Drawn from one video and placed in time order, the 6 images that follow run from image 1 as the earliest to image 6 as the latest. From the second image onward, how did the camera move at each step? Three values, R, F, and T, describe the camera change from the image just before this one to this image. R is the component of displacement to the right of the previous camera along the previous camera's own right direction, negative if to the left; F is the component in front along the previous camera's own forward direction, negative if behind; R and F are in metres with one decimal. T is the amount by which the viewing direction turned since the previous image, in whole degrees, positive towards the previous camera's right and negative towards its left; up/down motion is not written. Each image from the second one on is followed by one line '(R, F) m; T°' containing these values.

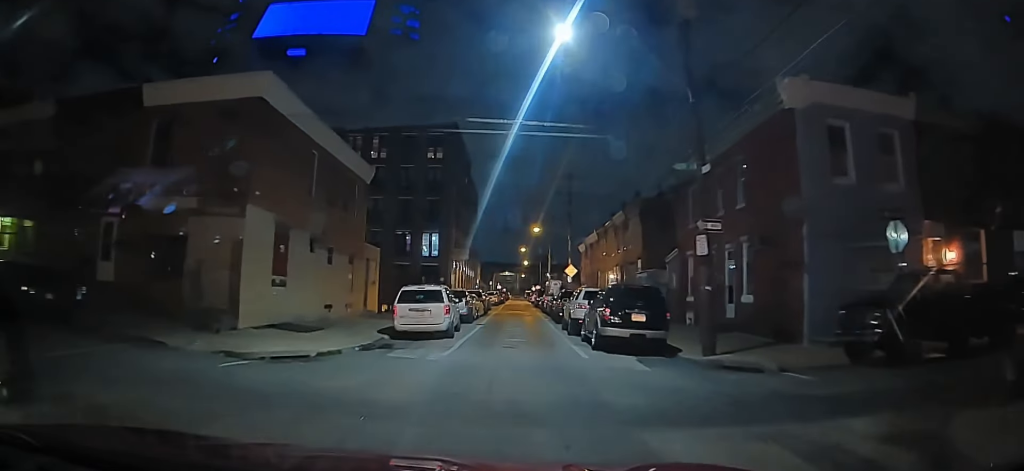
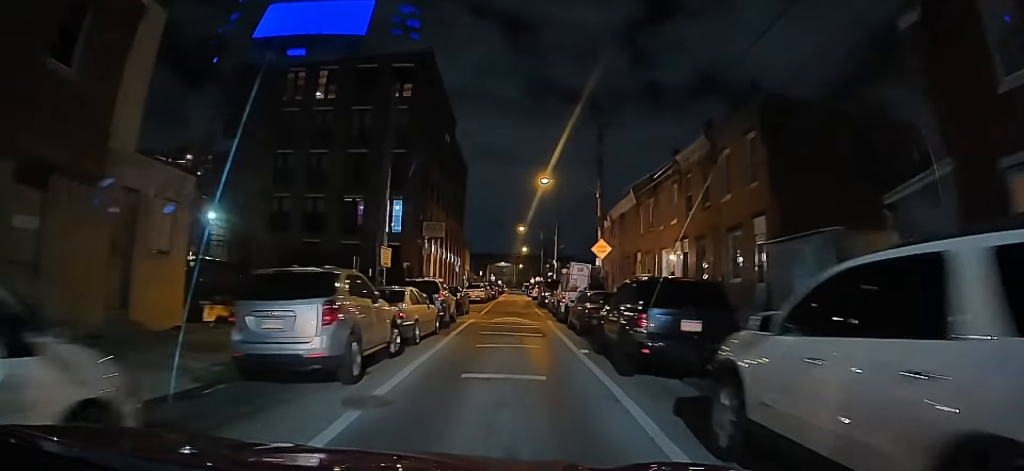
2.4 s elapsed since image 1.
(+0.2, +19.4) m; 0°
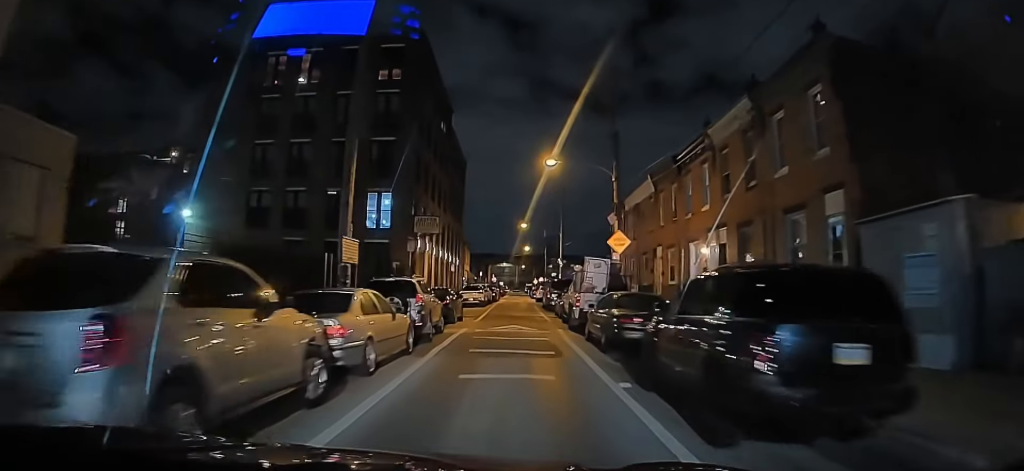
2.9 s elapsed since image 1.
(-0.1, +4.2) m; 0°
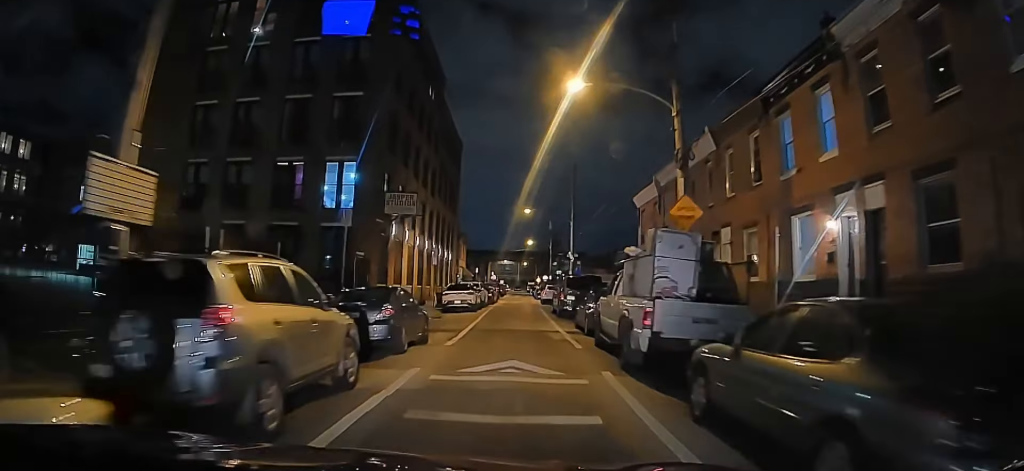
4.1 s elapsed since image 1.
(+0.1, +9.1) m; -2°
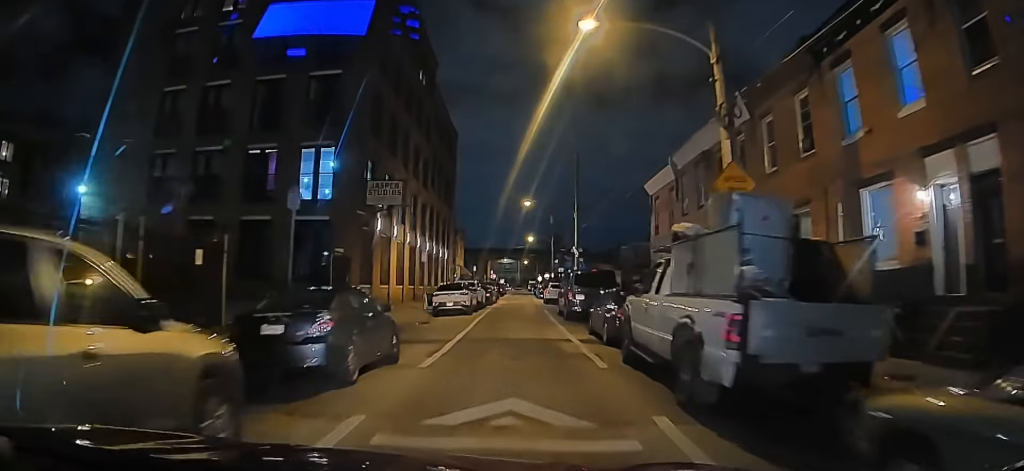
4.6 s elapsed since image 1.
(-0.3, +3.4) m; 0°
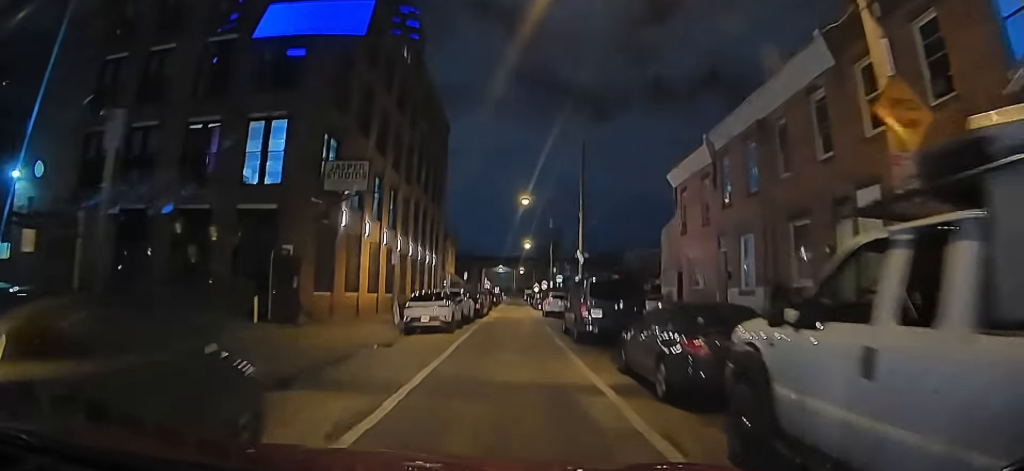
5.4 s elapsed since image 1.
(+0.3, +5.9) m; +4°
